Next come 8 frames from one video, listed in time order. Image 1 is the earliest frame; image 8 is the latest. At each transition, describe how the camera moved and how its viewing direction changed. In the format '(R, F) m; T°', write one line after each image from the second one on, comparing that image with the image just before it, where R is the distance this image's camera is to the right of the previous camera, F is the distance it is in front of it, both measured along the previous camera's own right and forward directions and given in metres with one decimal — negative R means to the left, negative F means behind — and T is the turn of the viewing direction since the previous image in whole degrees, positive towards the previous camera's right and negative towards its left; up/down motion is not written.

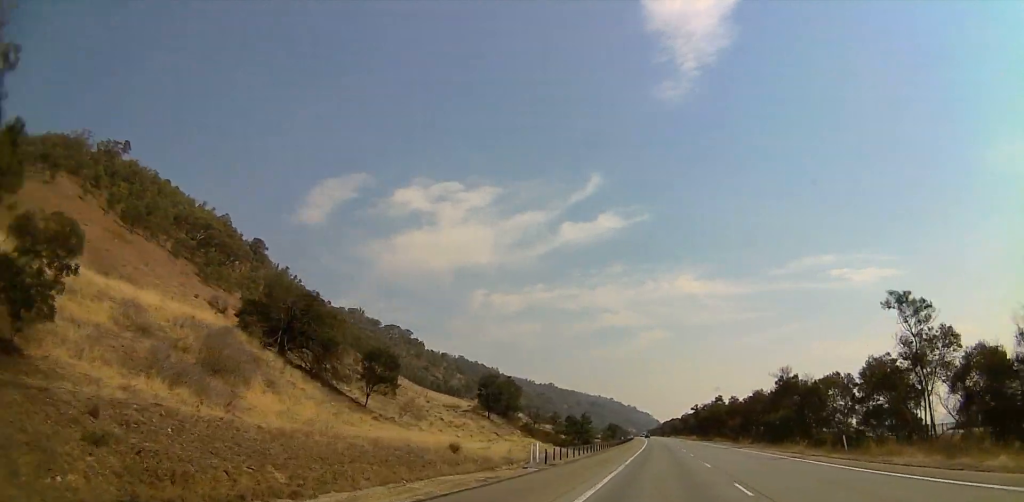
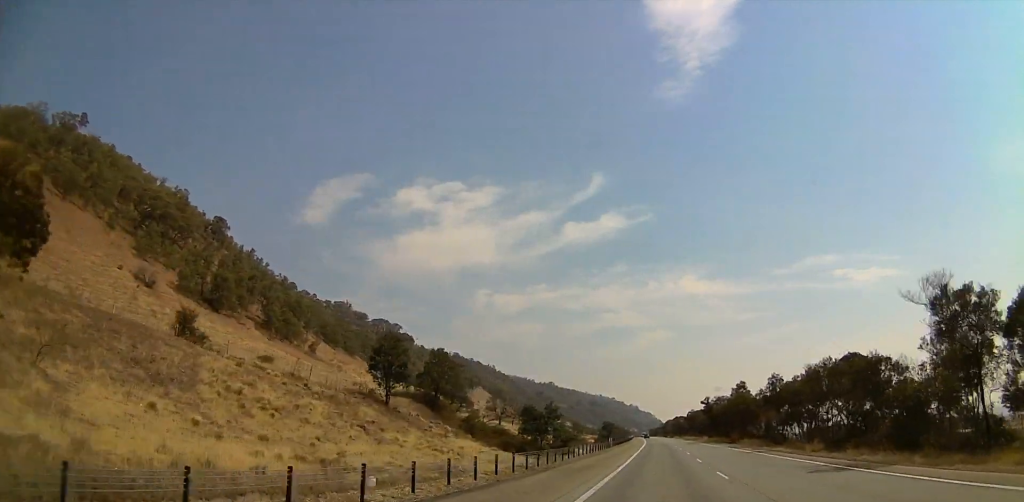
(+0.2, +30.2) m; +1°
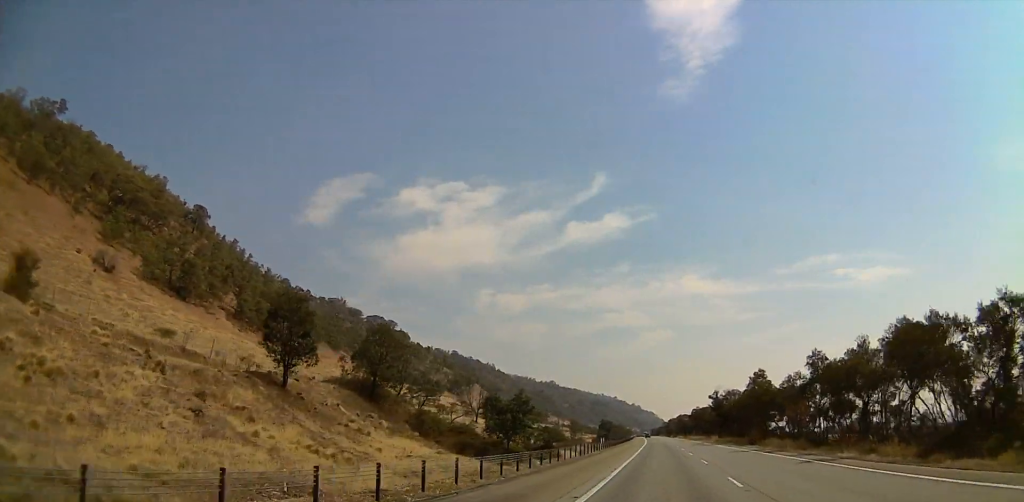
(+0.1, +14.9) m; 0°
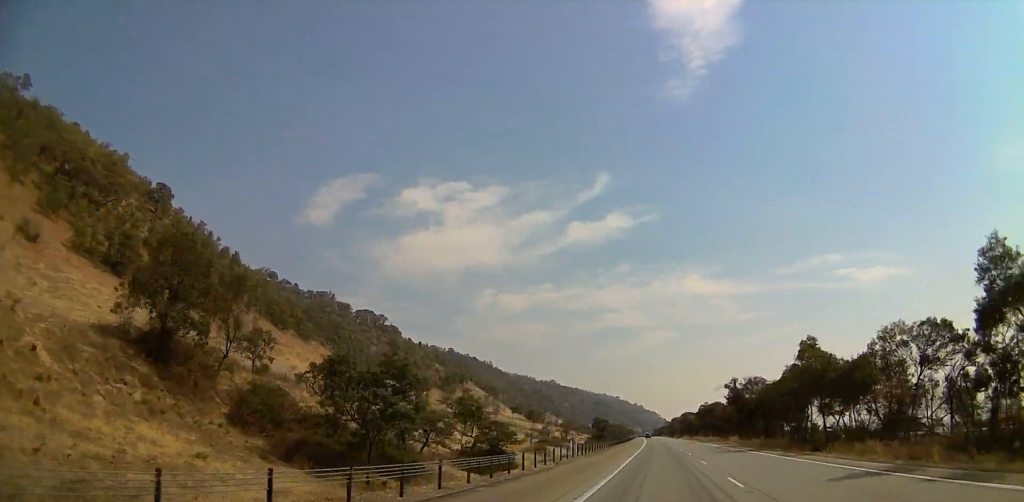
(+0.3, +25.6) m; 0°
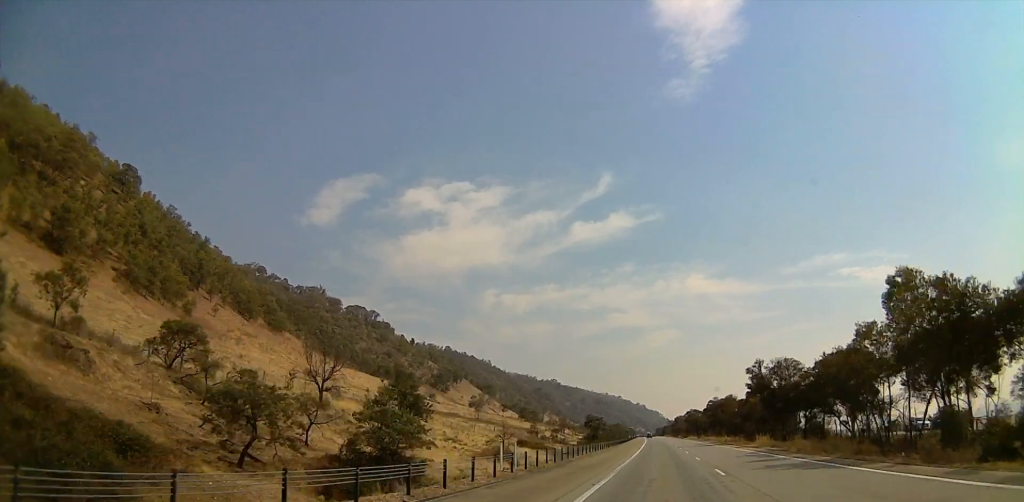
(-0.2, +19.8) m; -1°
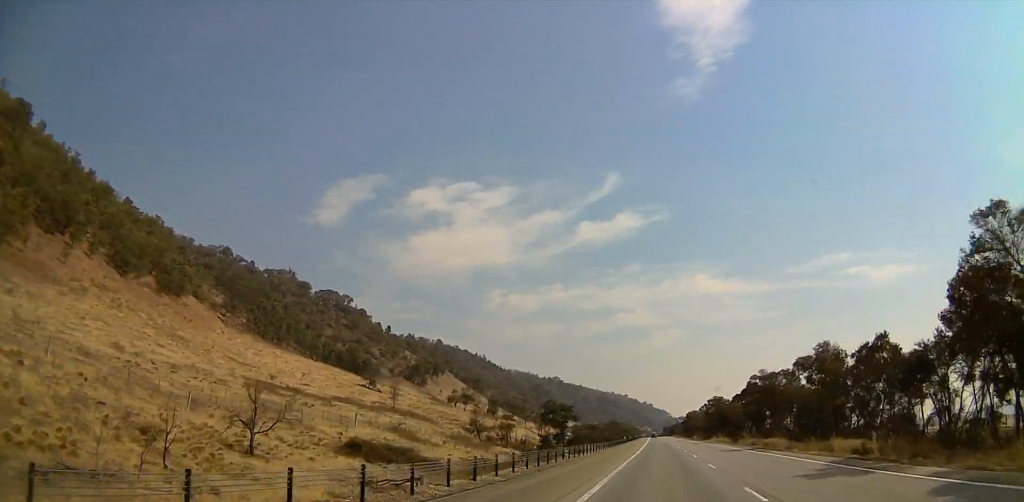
(-1.5, +55.6) m; -2°
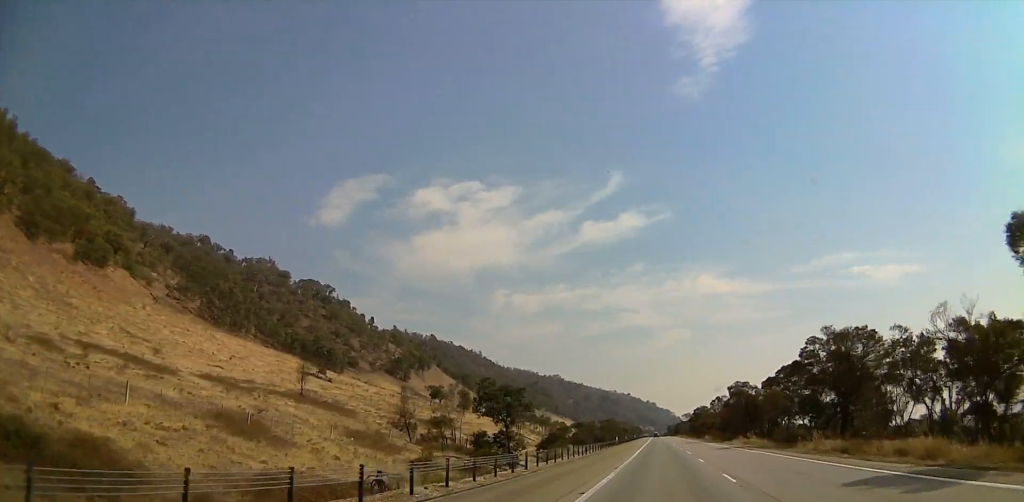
(-0.1, +30.2) m; 0°
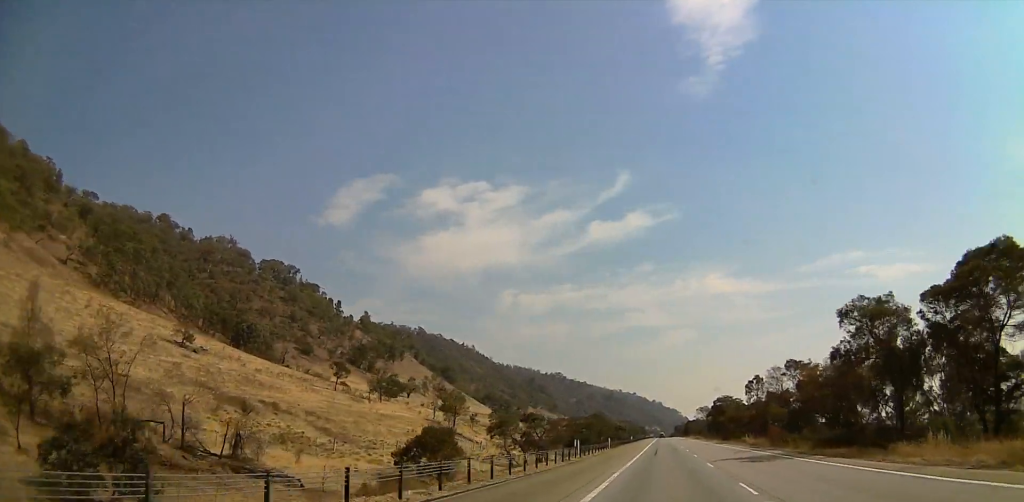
(+0.8, +48.7) m; +1°
